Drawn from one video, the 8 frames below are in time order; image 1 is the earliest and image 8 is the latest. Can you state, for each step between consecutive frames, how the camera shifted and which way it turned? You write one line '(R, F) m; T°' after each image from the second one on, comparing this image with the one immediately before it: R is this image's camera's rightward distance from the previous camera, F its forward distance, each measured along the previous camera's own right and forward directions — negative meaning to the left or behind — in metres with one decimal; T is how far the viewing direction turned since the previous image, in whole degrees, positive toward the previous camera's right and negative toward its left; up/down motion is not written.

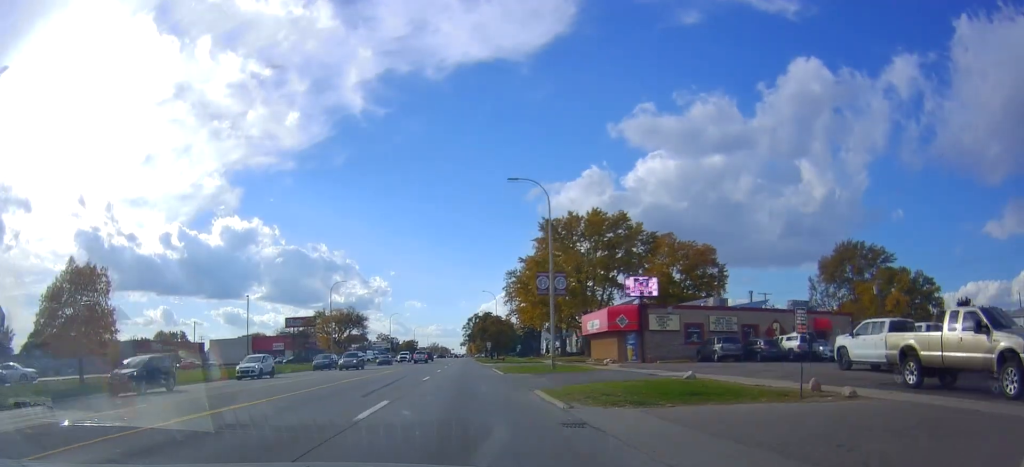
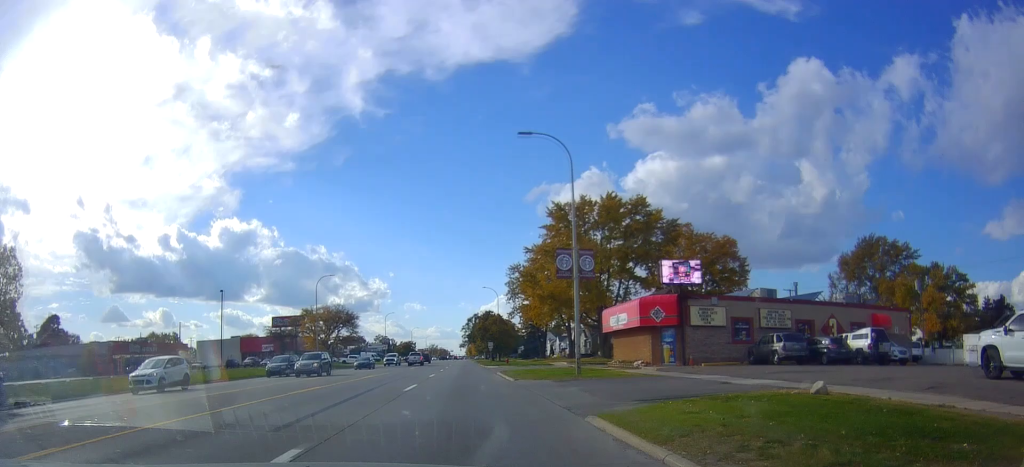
(-0.1, +8.4) m; 0°
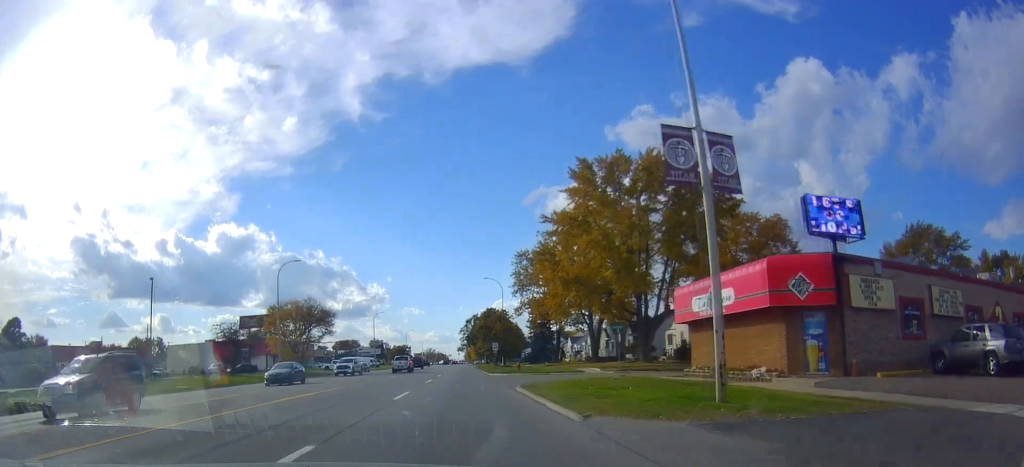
(+0.5, +16.4) m; +2°
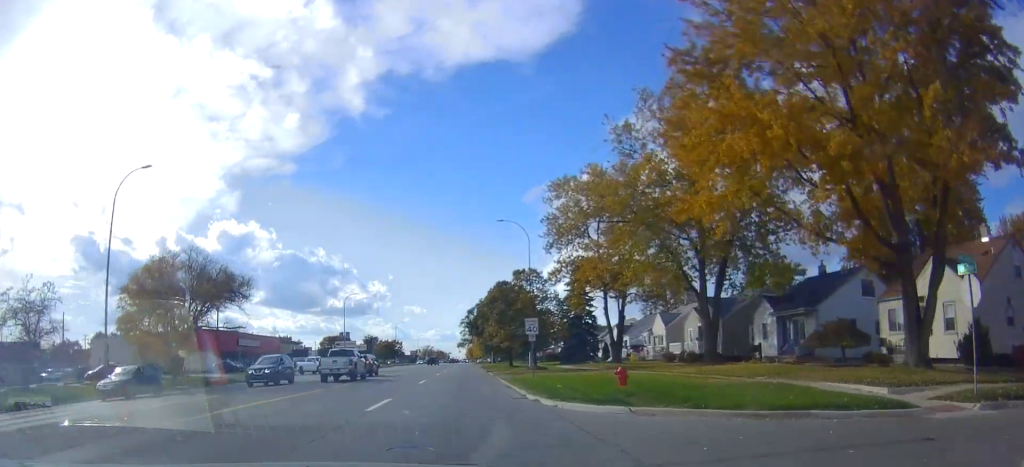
(0.0, +34.1) m; 0°
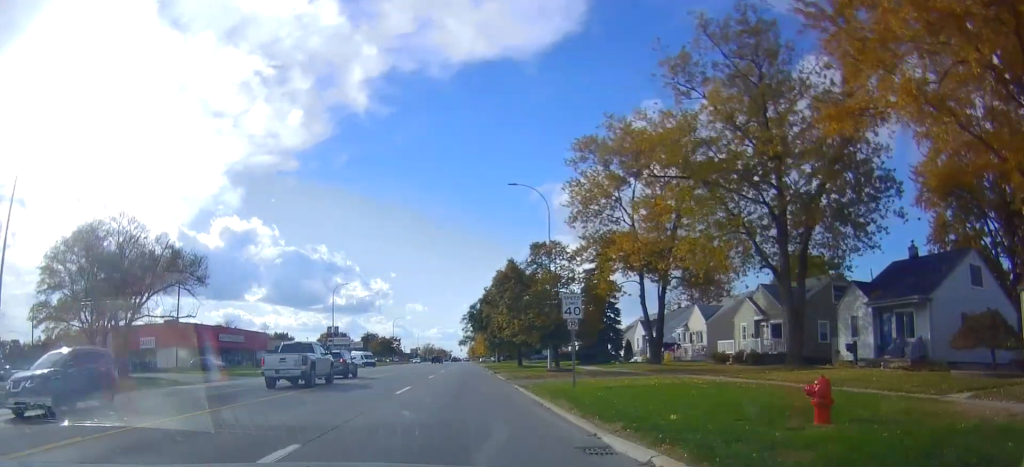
(0.0, +10.3) m; -1°
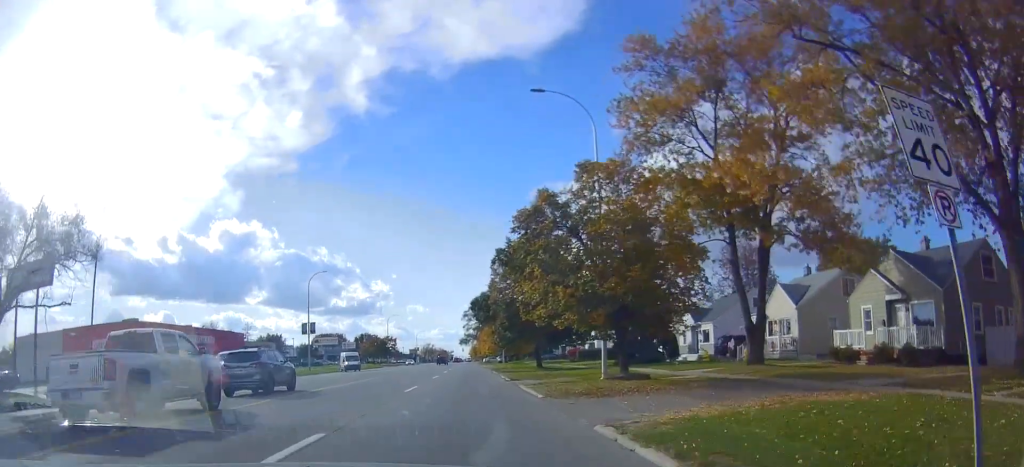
(-0.3, +14.9) m; -2°
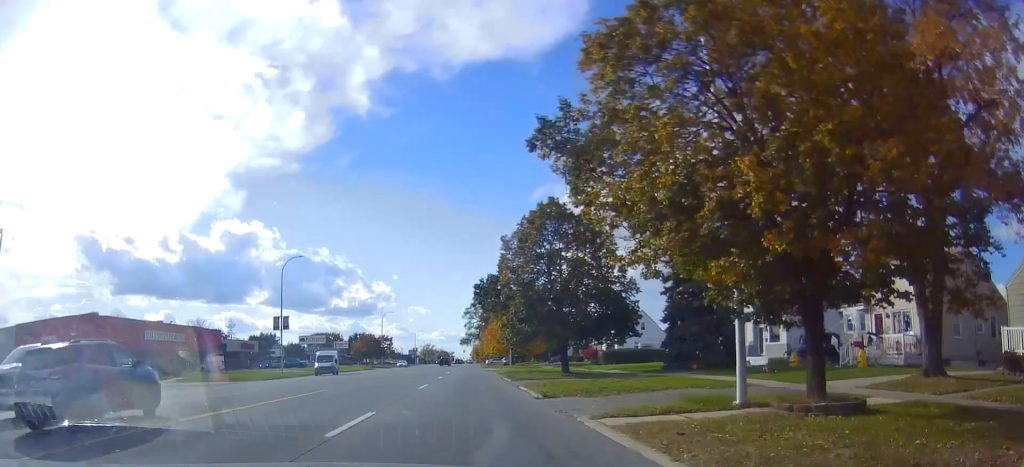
(-0.1, +12.0) m; 0°
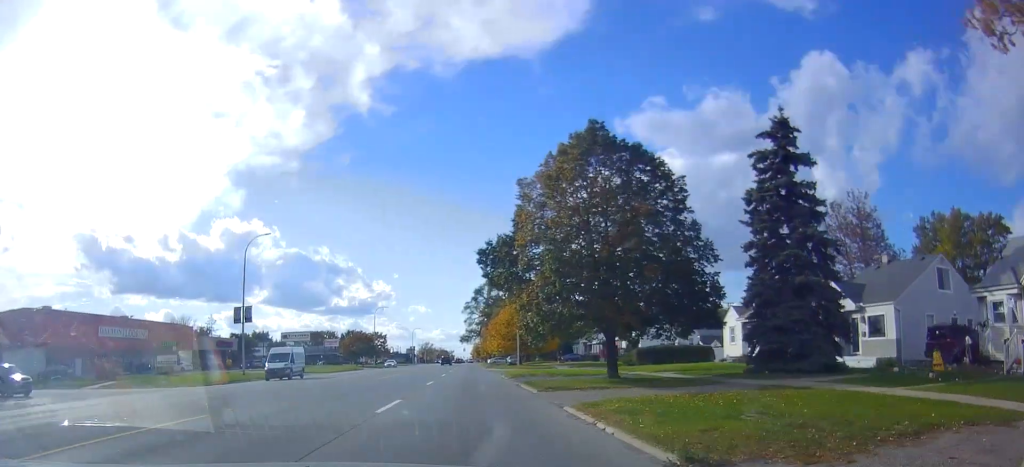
(-0.1, +11.5) m; +1°
